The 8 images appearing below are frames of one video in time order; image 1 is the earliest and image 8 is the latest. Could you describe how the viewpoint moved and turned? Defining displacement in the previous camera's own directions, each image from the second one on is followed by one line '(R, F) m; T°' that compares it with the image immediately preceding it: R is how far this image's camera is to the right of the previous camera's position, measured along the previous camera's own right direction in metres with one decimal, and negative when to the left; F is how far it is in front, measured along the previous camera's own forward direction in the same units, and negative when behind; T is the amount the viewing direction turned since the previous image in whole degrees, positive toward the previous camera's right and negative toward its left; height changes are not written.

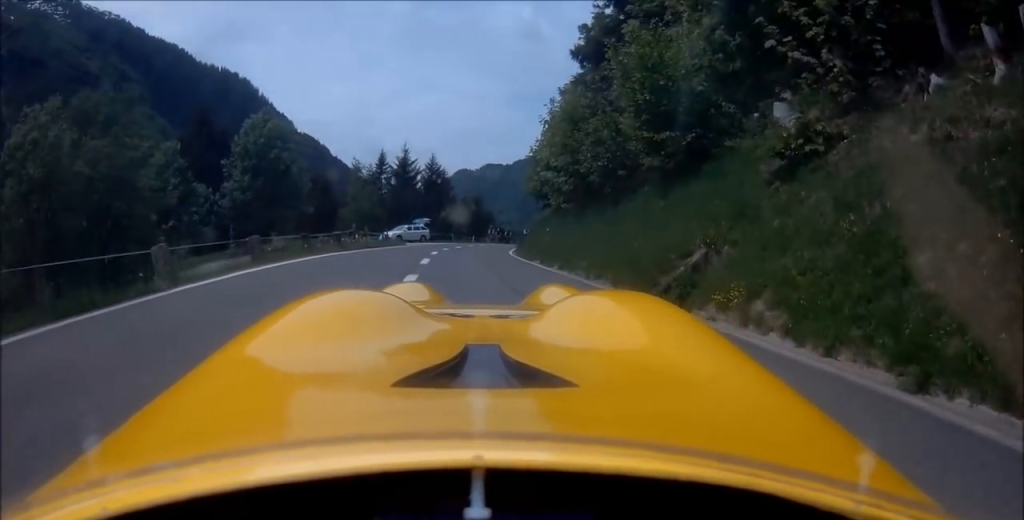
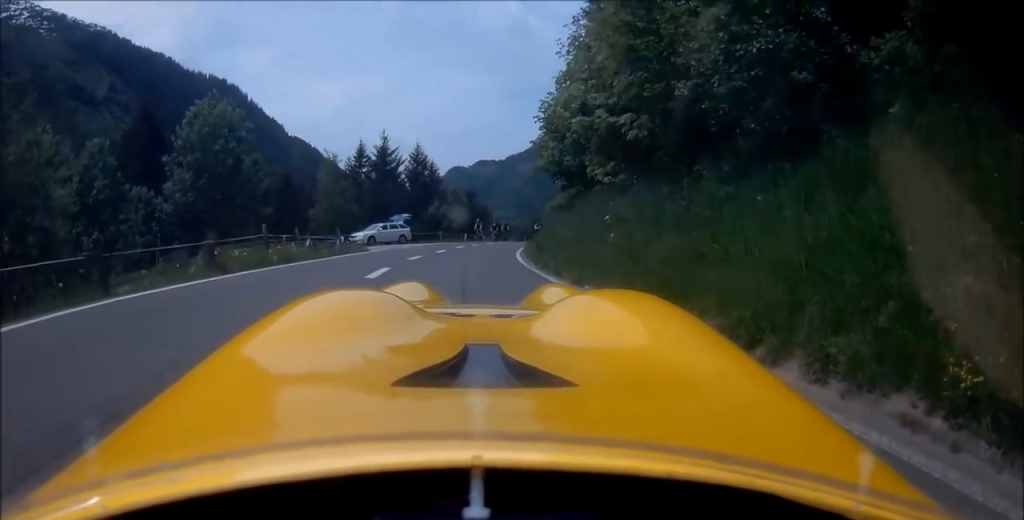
(-0.5, +9.9) m; -1°
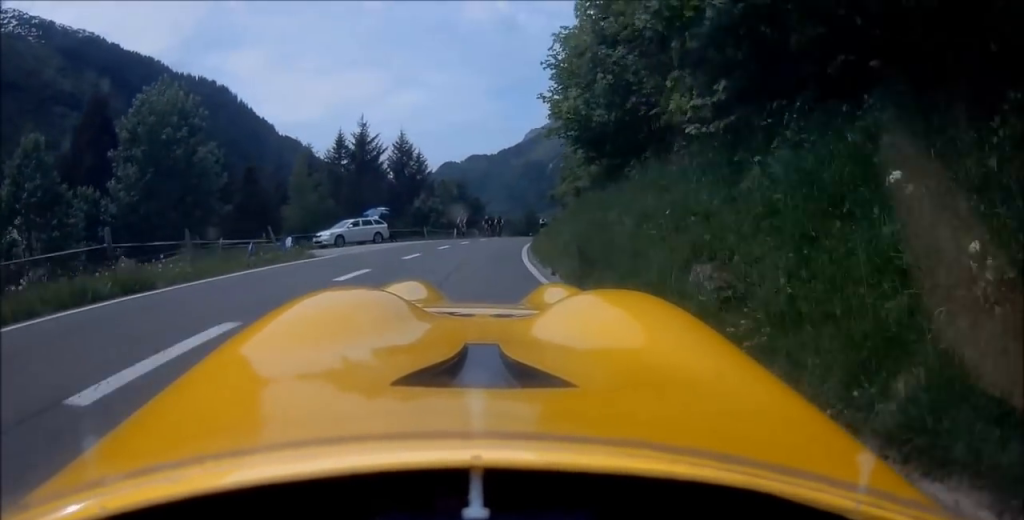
(-0.1, +6.8) m; -1°
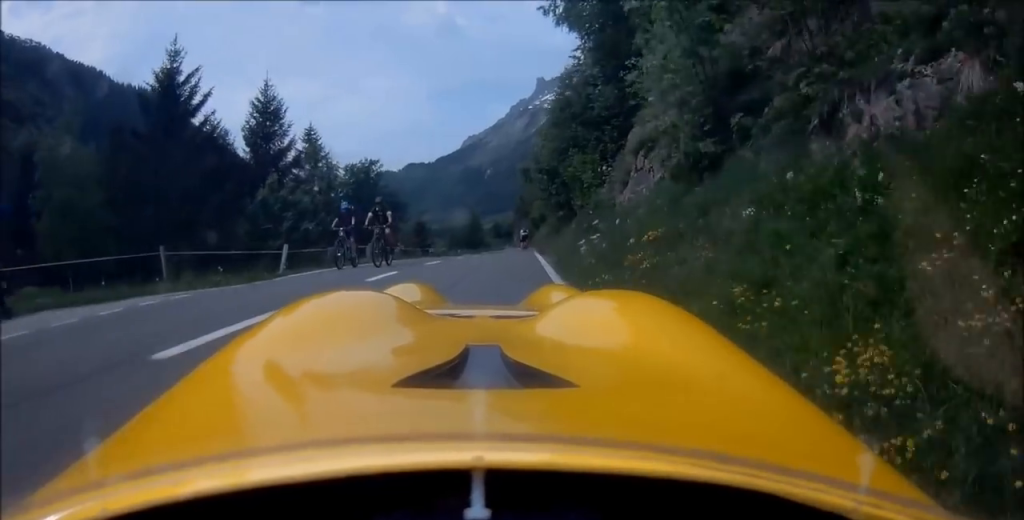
(-0.5, +27.4) m; -4°
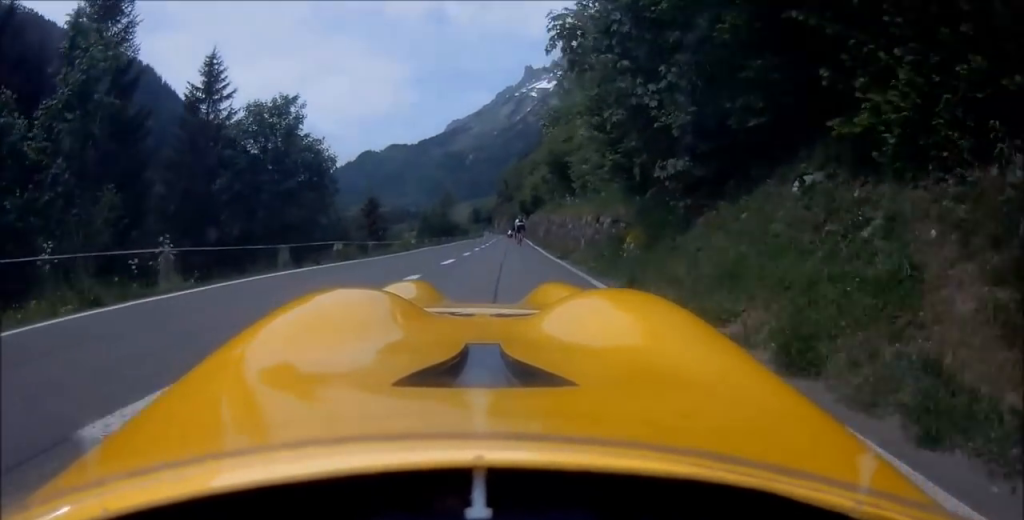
(-0.3, +18.8) m; 0°
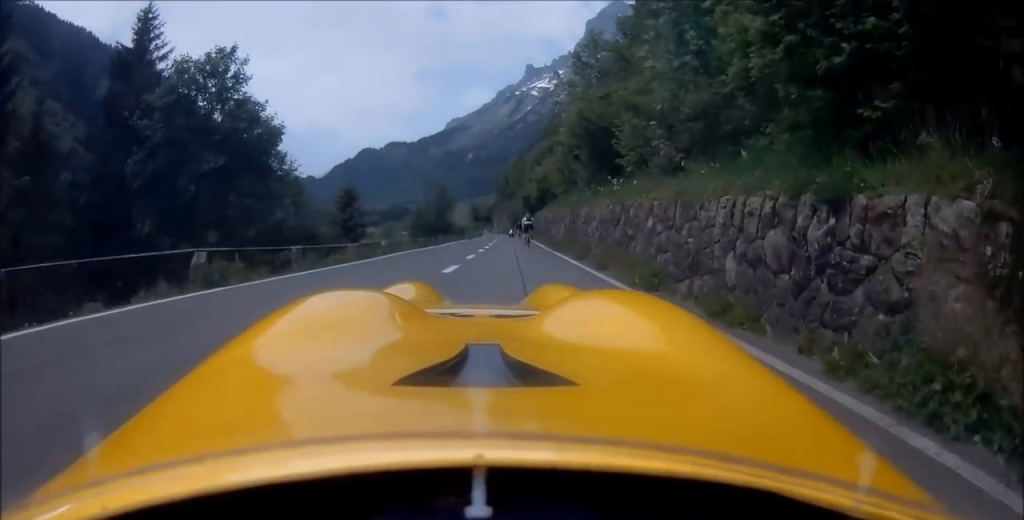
(+0.1, +9.0) m; +2°
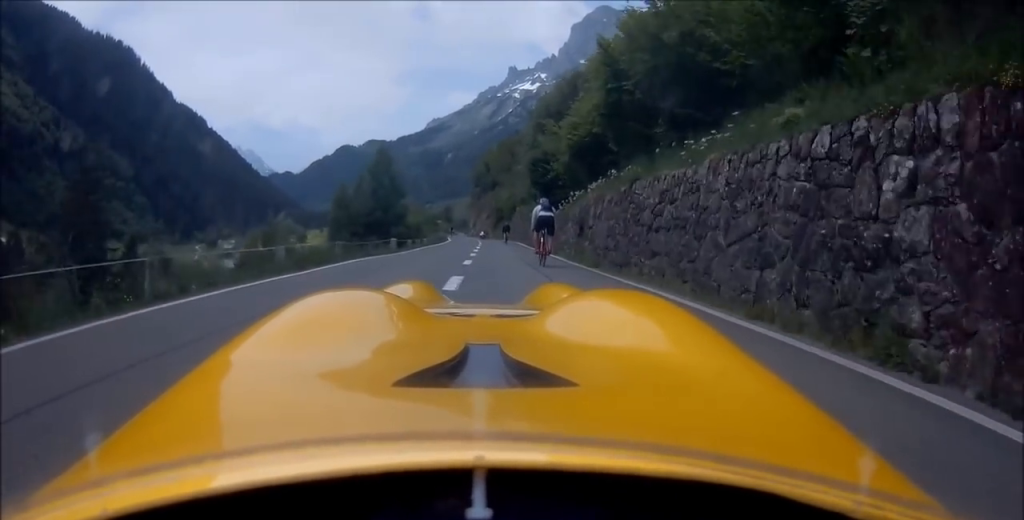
(+3.8, +38.7) m; +9°
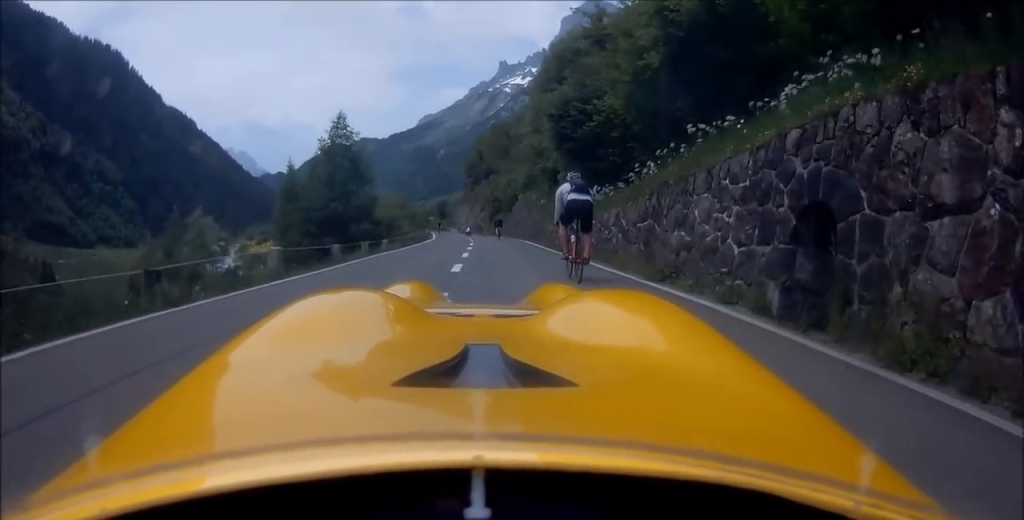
(+0.3, +14.6) m; -1°
